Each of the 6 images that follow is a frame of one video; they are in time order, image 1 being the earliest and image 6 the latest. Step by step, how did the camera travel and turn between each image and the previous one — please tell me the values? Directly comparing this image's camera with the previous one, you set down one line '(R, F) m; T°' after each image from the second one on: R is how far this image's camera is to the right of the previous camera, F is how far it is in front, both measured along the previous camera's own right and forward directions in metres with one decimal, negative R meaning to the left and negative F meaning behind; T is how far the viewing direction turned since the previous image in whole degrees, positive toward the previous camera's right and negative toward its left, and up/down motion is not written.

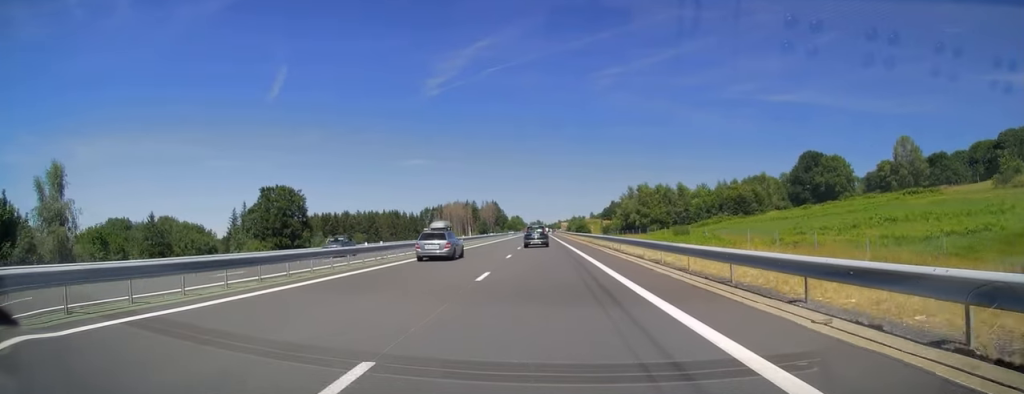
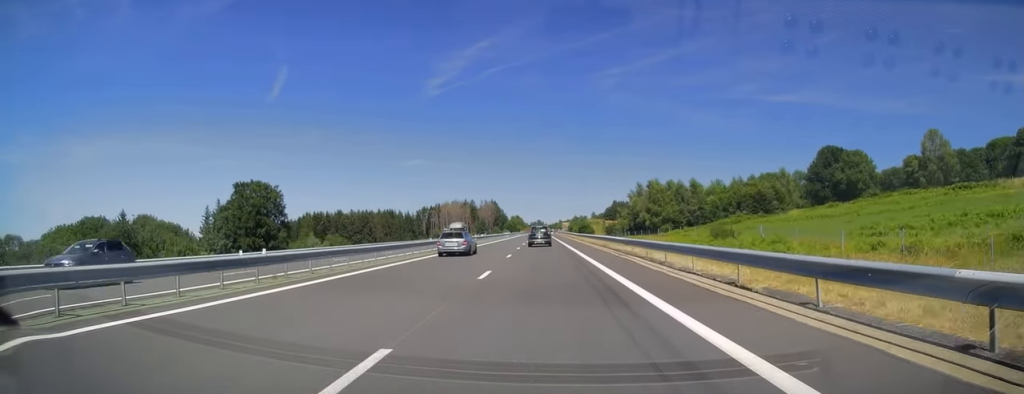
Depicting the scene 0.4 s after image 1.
(-0.1, +12.4) m; 0°
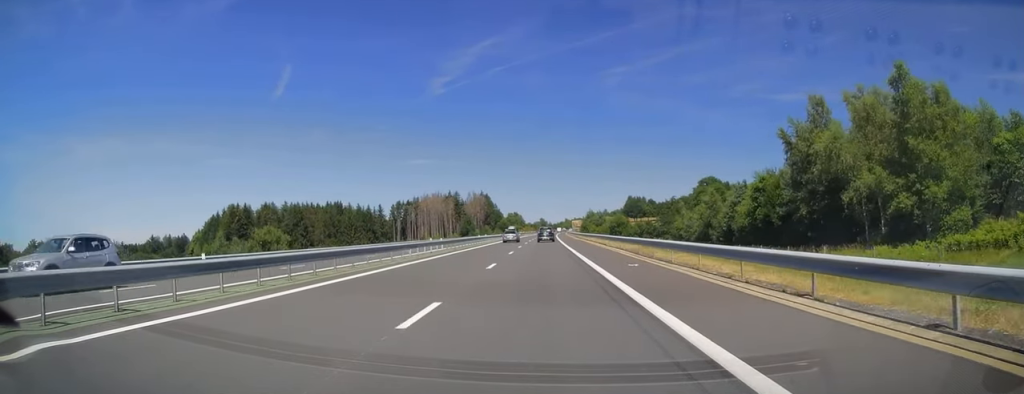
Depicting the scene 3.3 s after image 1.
(0.0, +87.0) m; 0°
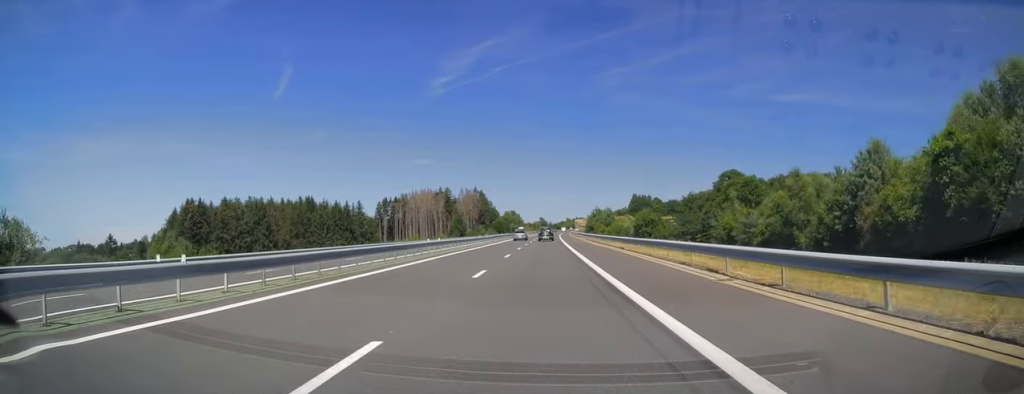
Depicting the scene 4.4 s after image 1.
(-0.2, +30.1) m; 0°
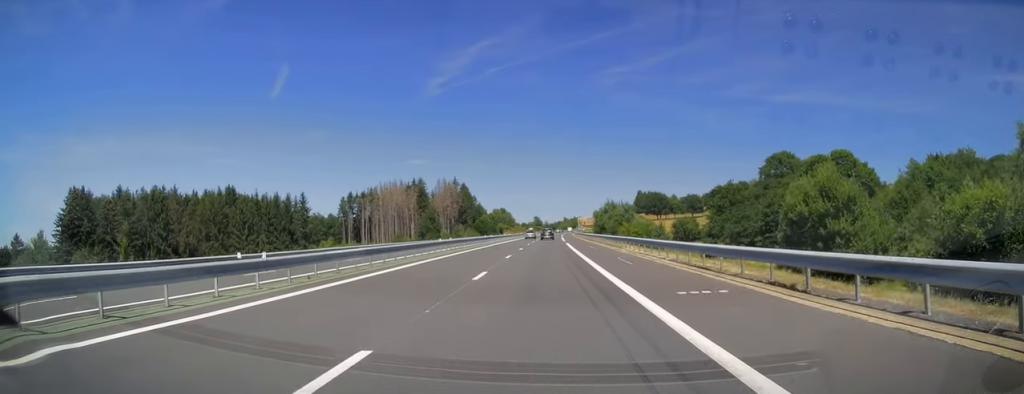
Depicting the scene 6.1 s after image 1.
(+0.5, +52.9) m; 0°
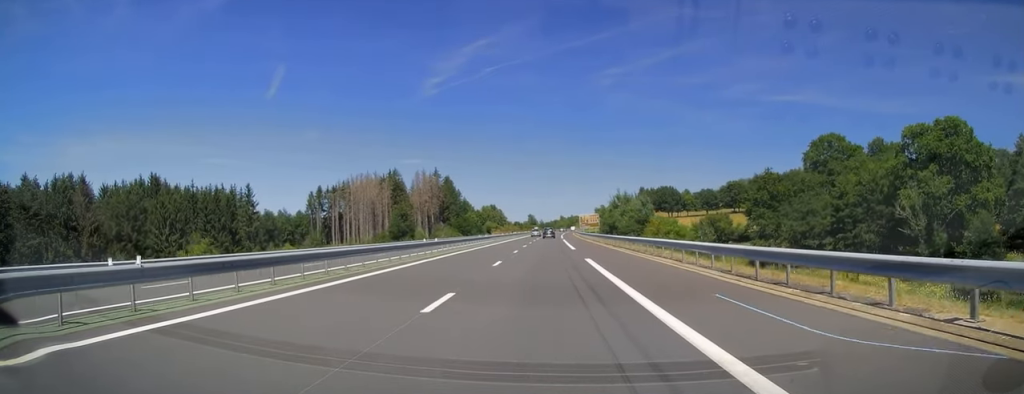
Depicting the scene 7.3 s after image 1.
(-0.2, +33.1) m; 0°
